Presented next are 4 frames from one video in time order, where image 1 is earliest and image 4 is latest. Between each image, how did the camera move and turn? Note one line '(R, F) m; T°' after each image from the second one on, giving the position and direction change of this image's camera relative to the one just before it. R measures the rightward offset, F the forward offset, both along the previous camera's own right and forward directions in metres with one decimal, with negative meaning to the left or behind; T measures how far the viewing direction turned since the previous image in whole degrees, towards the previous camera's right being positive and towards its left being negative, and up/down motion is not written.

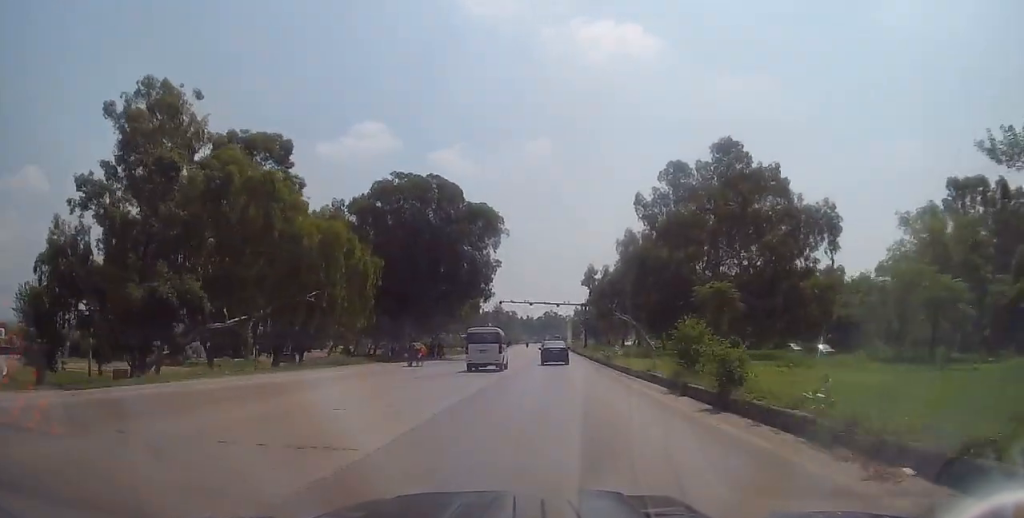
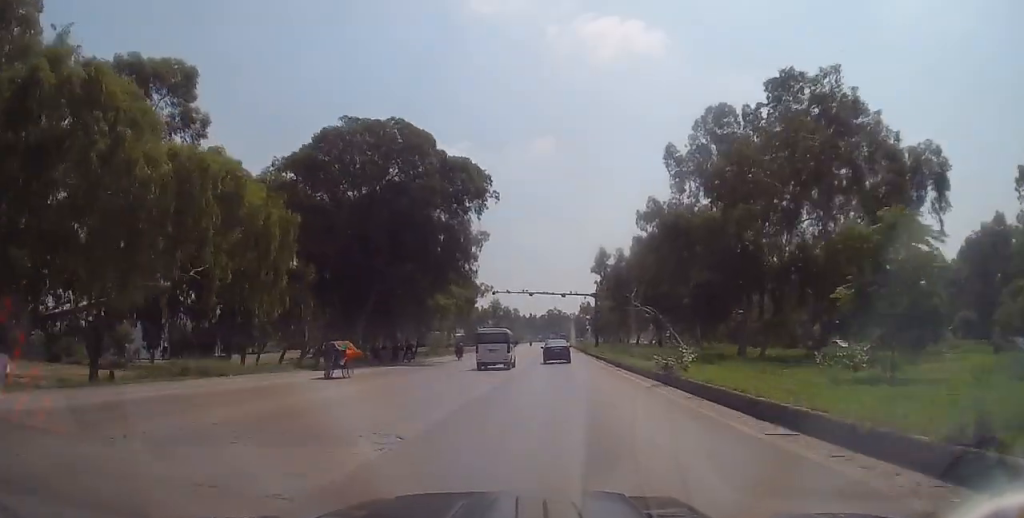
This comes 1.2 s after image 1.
(-0.1, +15.6) m; 0°
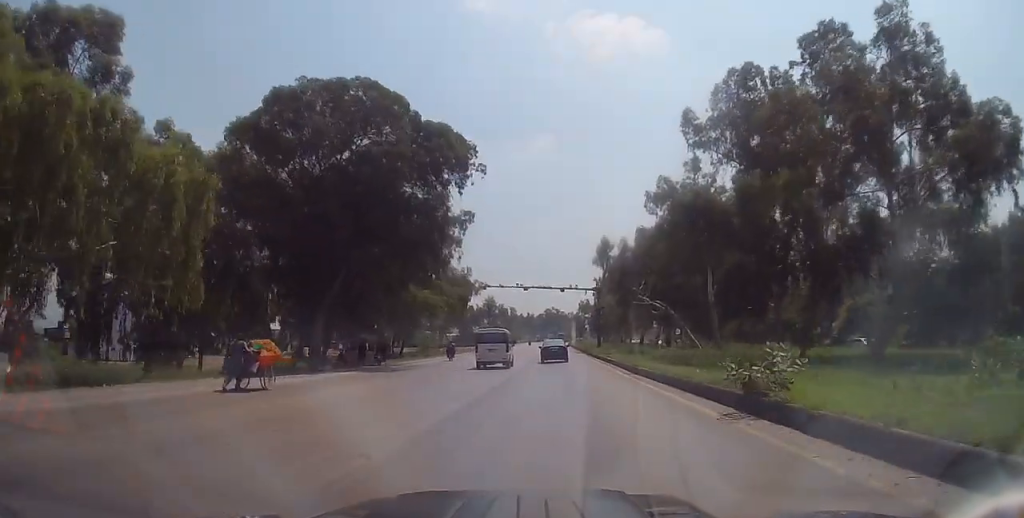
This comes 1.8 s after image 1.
(-0.1, +7.5) m; 0°
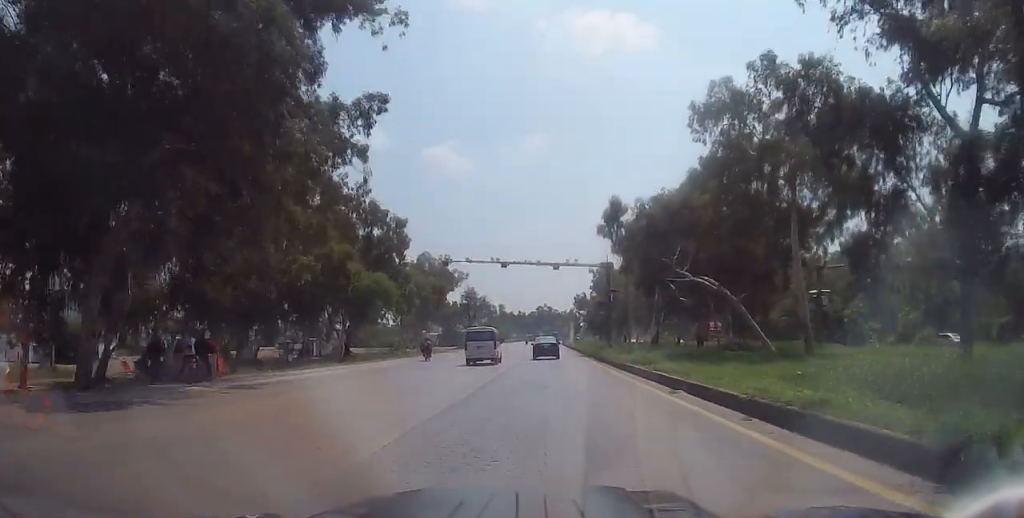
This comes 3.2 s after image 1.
(0.0, +19.9) m; -2°
